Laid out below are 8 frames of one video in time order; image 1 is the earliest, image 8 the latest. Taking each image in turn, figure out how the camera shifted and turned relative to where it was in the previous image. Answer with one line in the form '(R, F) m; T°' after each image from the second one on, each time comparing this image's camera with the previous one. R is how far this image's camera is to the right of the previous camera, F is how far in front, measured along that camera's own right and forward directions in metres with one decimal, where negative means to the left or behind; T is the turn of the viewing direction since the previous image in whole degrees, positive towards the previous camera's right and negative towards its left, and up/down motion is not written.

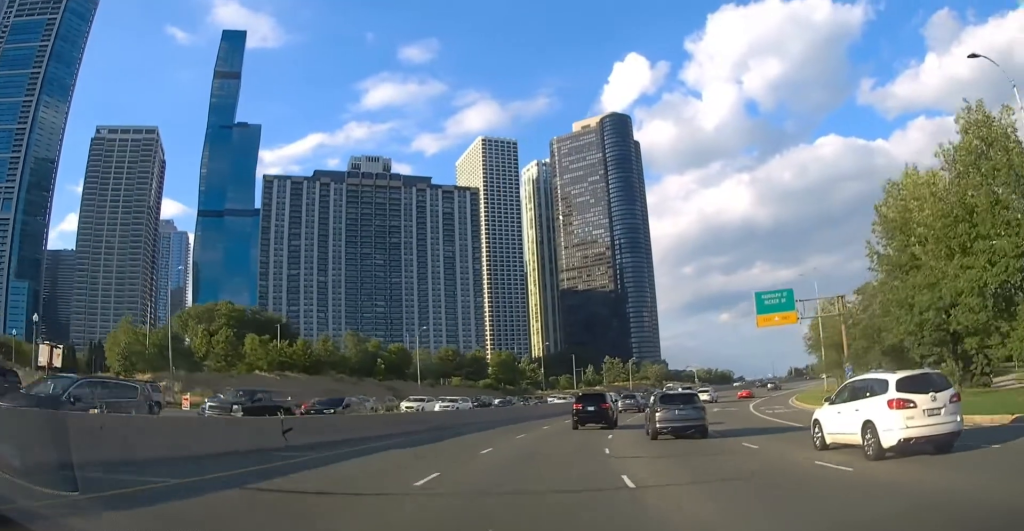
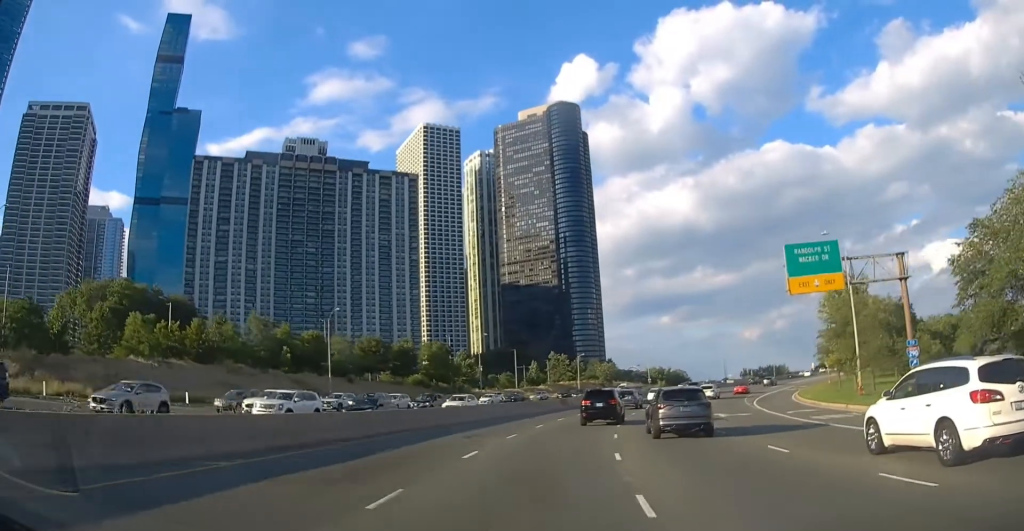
(+1.8, +17.1) m; +7°
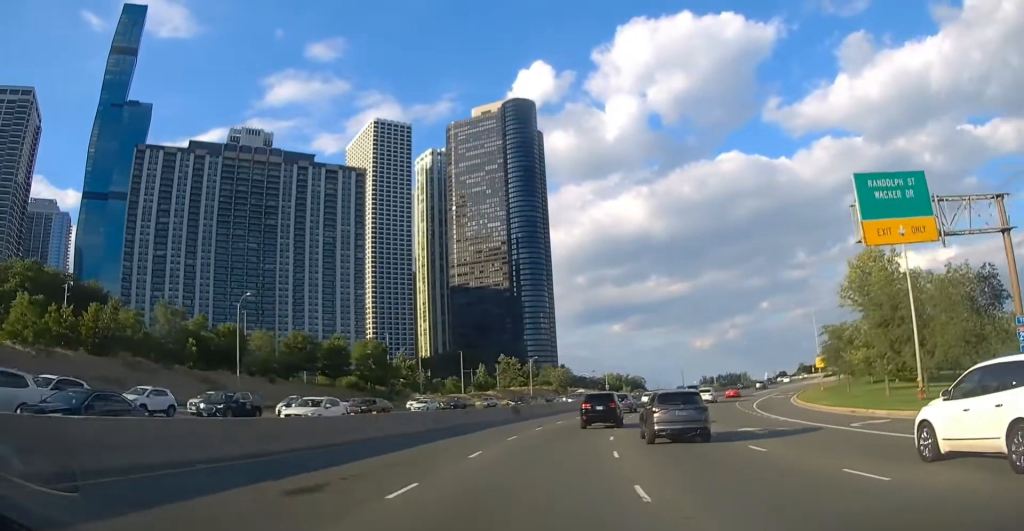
(+0.4, +13.4) m; +3°
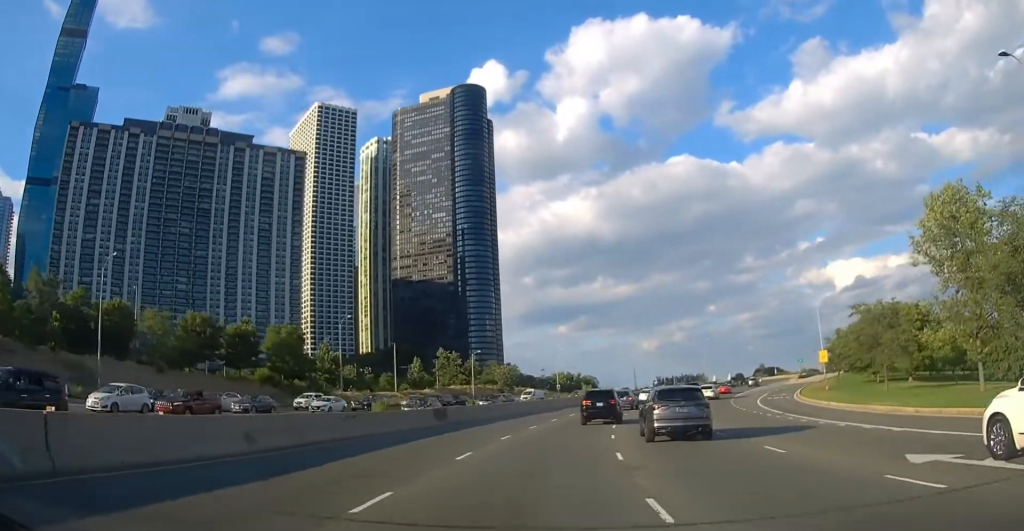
(+0.4, +16.3) m; +4°
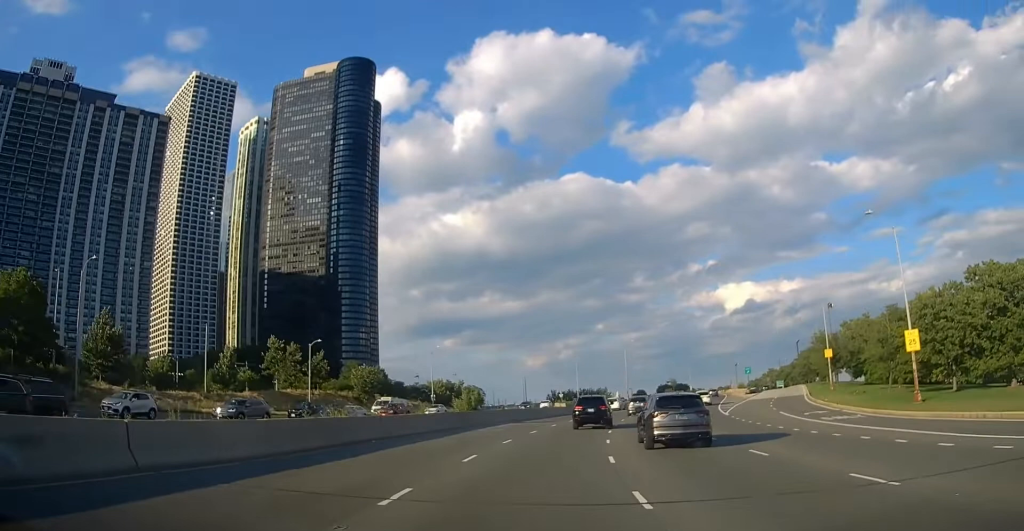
(+3.4, +35.4) m; +12°
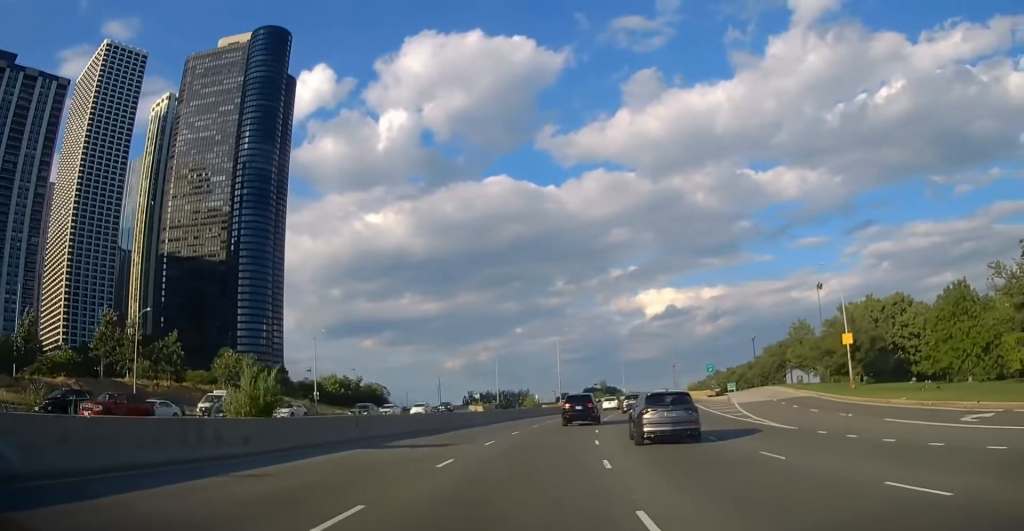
(+1.6, +23.9) m; +6°
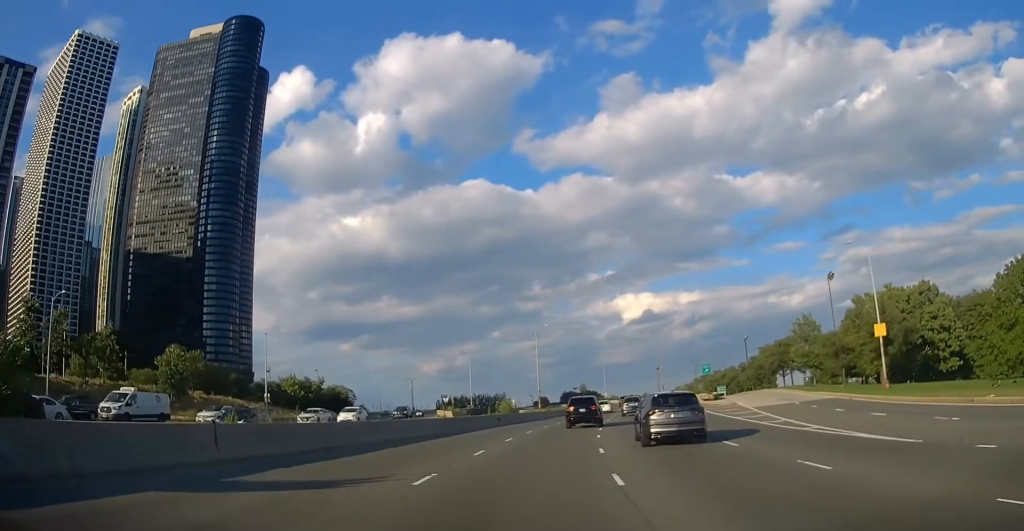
(+0.2, +10.0) m; +2°
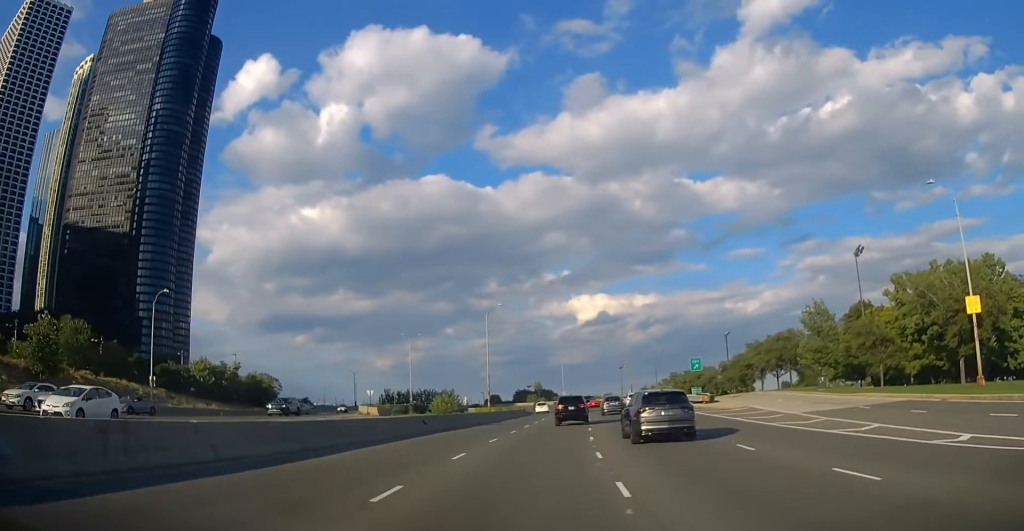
(+0.3, +17.0) m; +4°
